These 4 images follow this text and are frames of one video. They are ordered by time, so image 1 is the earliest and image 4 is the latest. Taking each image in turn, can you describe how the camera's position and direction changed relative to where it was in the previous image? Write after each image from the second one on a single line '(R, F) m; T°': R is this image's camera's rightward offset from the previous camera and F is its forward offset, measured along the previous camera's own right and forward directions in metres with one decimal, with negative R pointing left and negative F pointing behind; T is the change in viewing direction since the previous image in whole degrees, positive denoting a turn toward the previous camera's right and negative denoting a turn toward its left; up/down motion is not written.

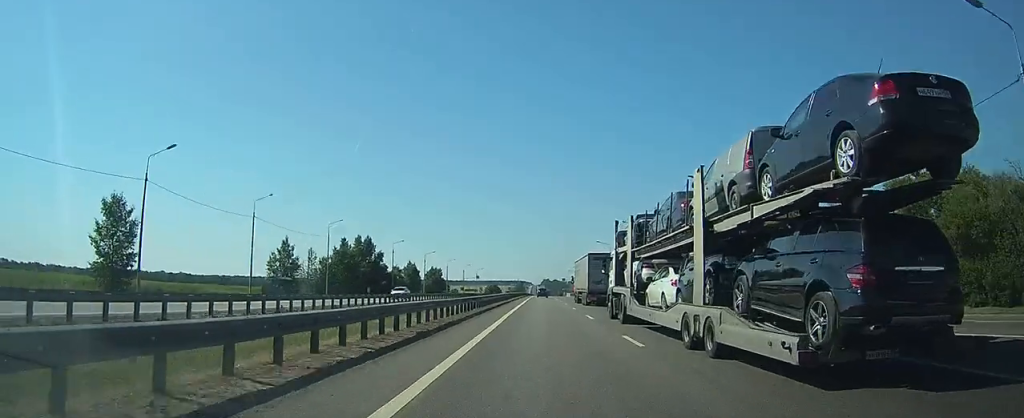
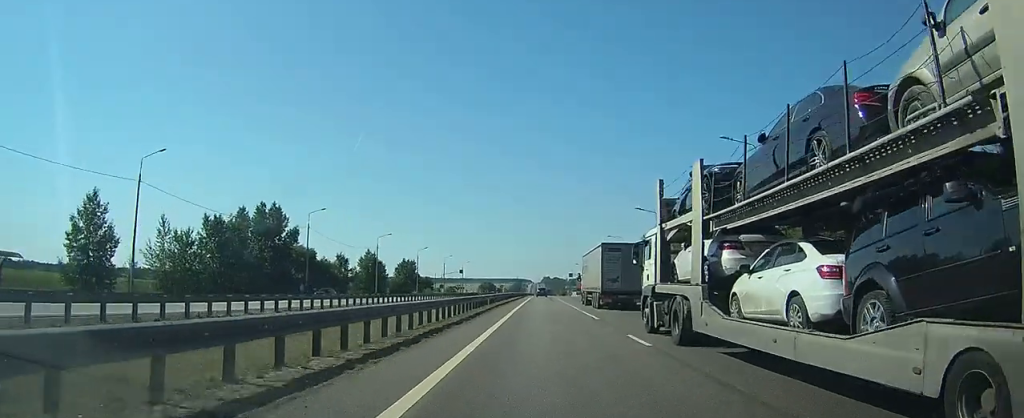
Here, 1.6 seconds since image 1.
(-0.1, +48.8) m; 0°
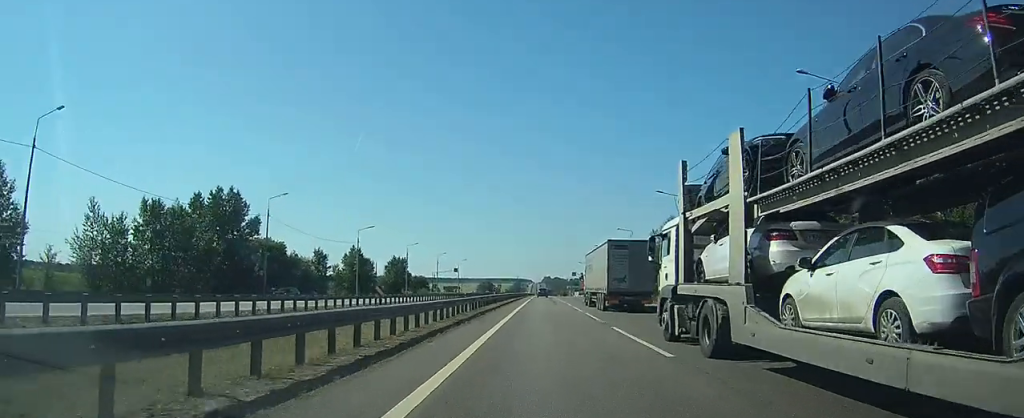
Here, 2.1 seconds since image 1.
(-0.1, +13.0) m; 0°
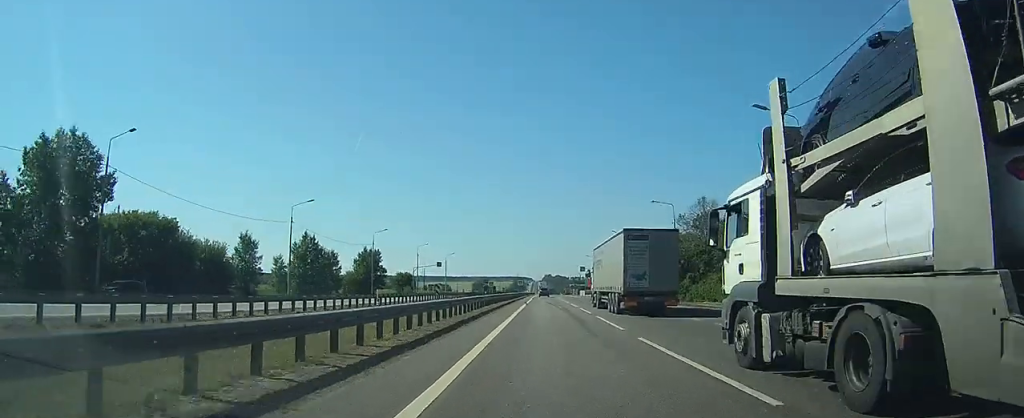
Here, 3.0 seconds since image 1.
(0.0, +28.9) m; 0°
